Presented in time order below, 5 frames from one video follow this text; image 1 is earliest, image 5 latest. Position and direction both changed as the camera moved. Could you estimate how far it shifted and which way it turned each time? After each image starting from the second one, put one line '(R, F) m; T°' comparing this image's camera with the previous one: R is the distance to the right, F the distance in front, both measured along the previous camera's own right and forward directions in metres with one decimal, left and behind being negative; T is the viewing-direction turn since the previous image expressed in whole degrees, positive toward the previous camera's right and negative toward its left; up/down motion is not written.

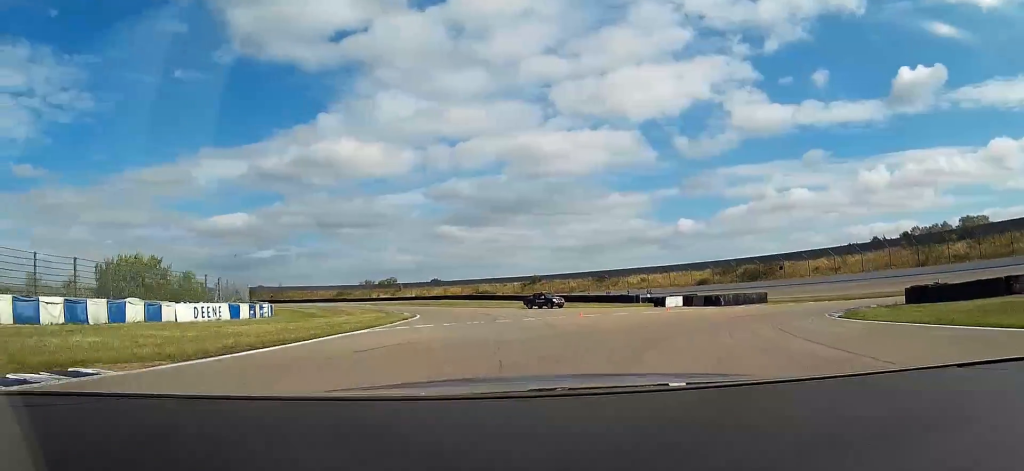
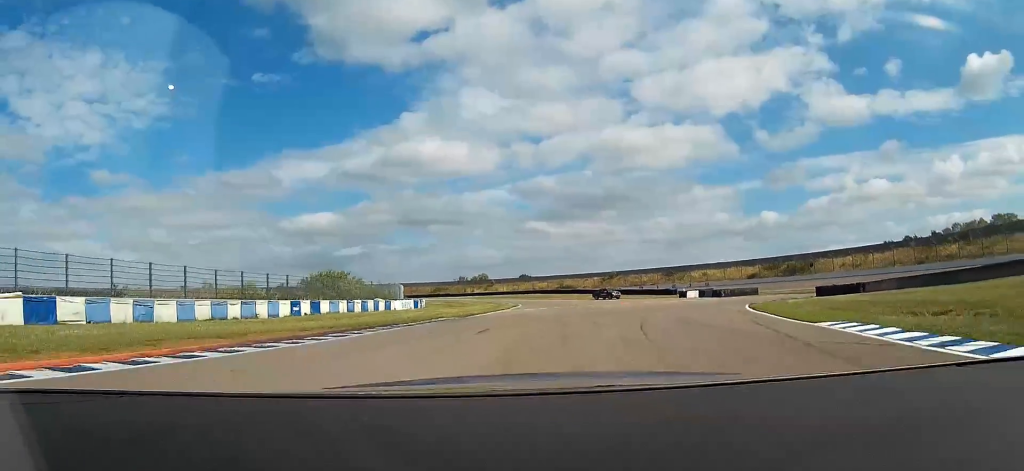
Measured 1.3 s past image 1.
(-2.0, +26.9) m; -9°
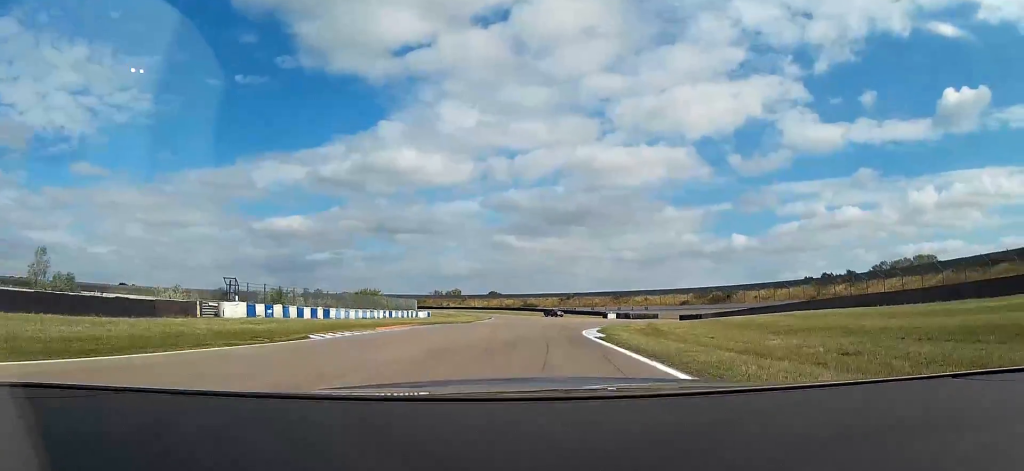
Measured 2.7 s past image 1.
(-1.0, +38.1) m; 0°
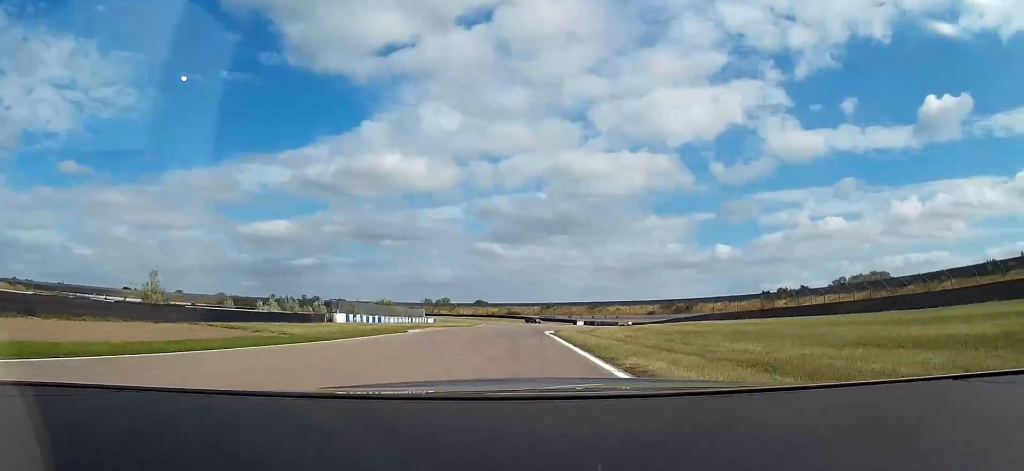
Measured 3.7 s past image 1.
(+0.4, +28.9) m; +1°
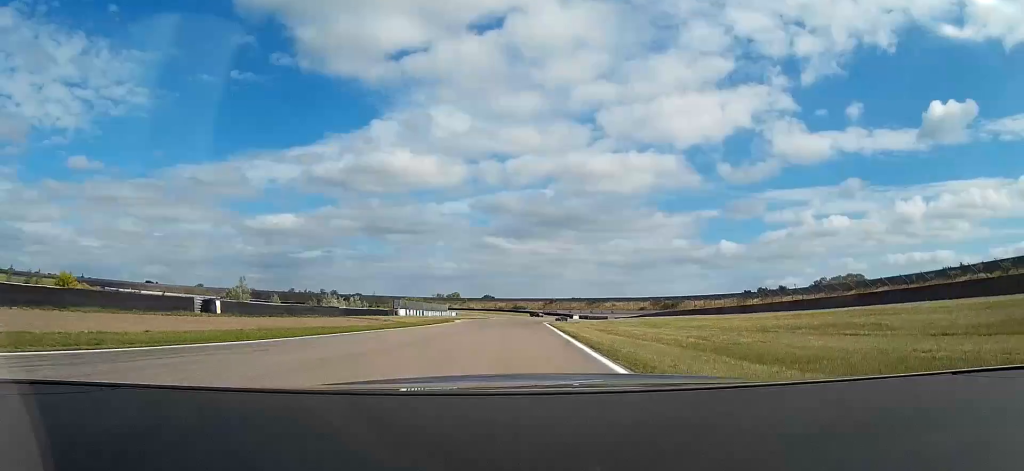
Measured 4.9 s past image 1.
(+0.3, +31.7) m; +1°
